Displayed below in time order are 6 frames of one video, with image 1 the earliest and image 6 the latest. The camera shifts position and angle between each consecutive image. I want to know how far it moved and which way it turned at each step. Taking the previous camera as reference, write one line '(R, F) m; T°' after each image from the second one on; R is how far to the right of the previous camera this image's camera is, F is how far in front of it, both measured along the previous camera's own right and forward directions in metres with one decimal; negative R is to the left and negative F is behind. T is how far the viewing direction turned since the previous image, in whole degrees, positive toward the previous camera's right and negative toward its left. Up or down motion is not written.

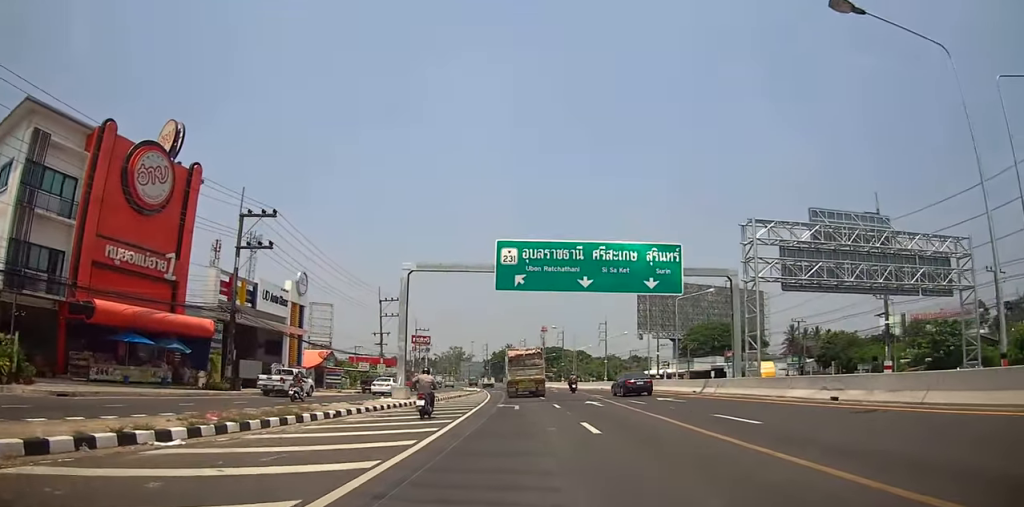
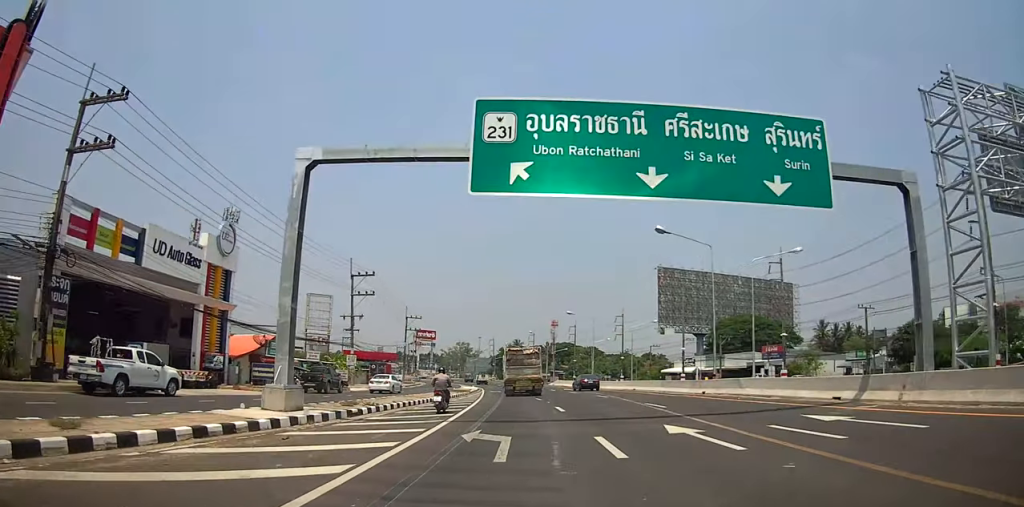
(+0.1, +16.4) m; +1°
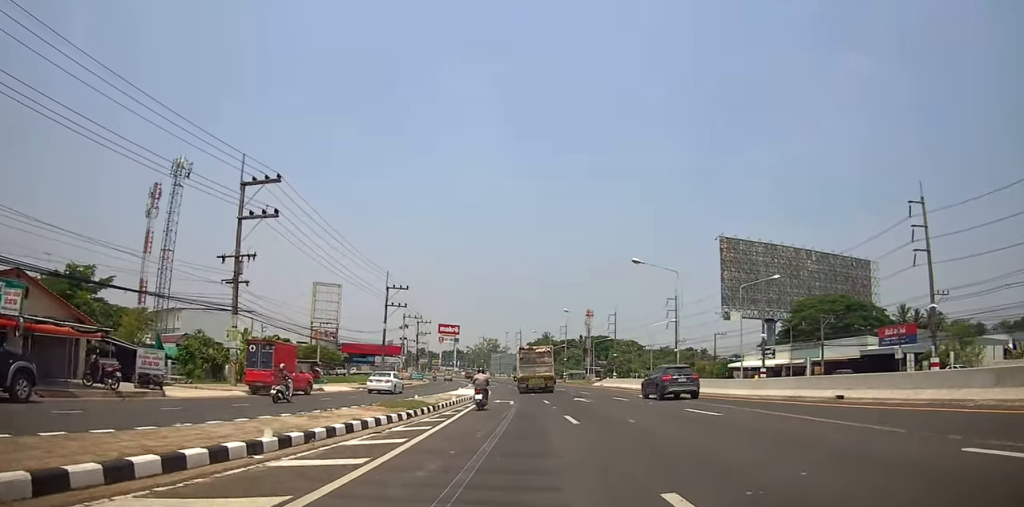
(-0.9, +29.1) m; -3°
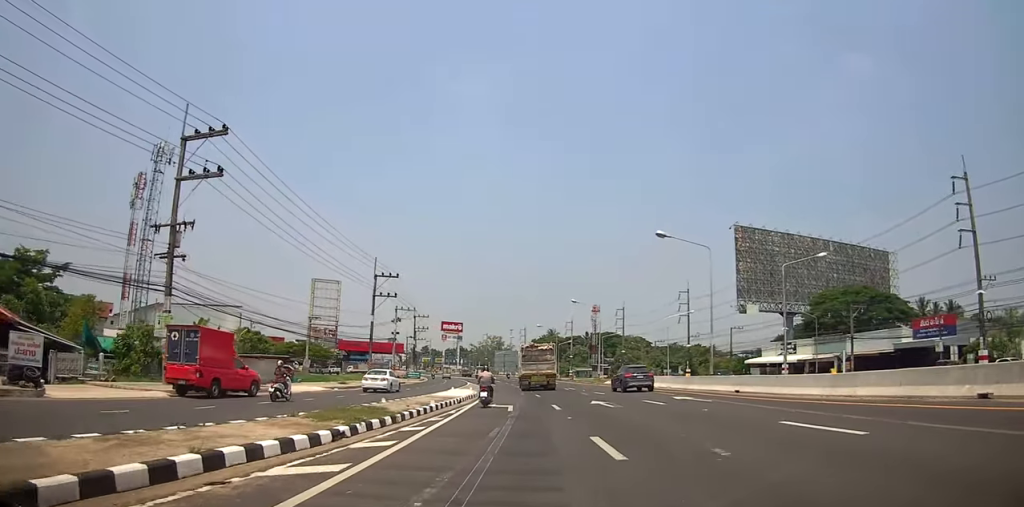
(0.0, +6.7) m; -1°
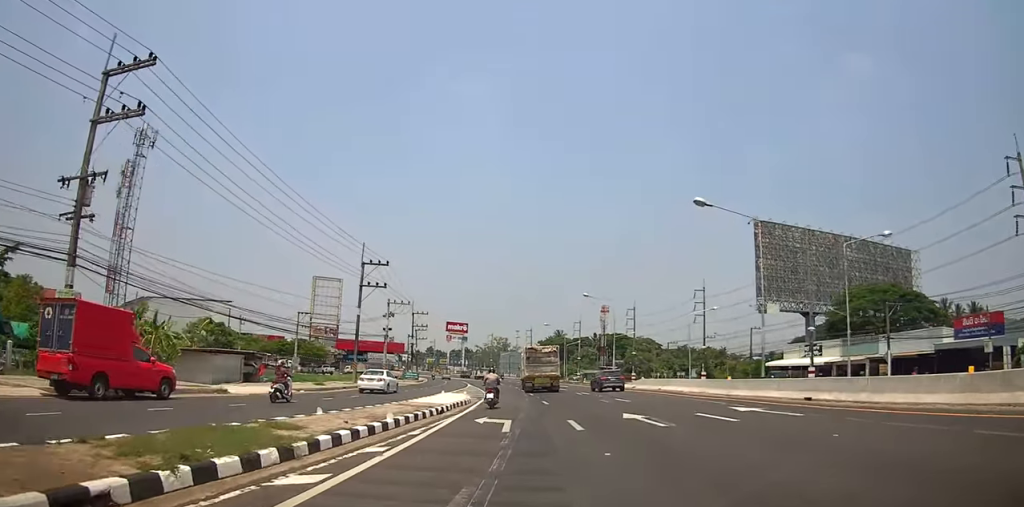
(+0.1, +6.7) m; -2°
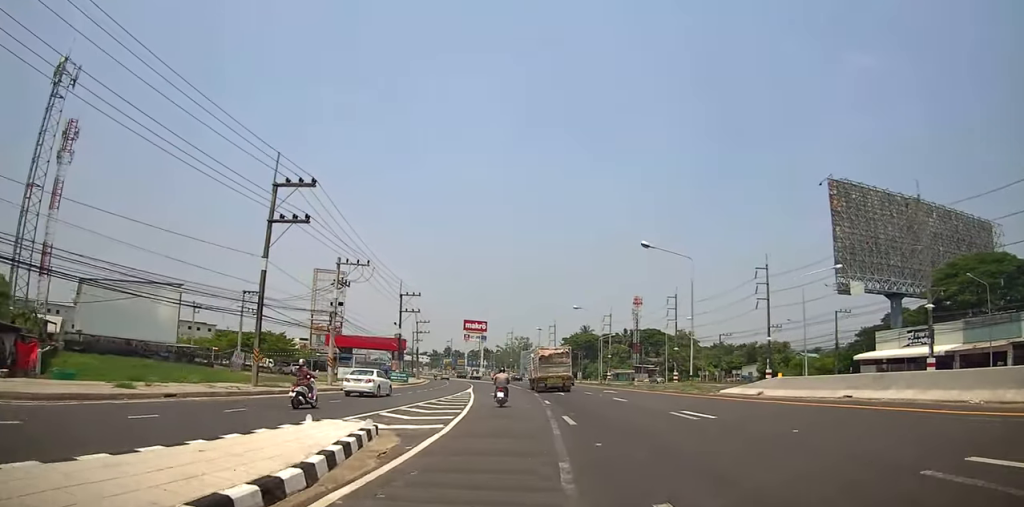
(-1.1, +22.2) m; -3°
